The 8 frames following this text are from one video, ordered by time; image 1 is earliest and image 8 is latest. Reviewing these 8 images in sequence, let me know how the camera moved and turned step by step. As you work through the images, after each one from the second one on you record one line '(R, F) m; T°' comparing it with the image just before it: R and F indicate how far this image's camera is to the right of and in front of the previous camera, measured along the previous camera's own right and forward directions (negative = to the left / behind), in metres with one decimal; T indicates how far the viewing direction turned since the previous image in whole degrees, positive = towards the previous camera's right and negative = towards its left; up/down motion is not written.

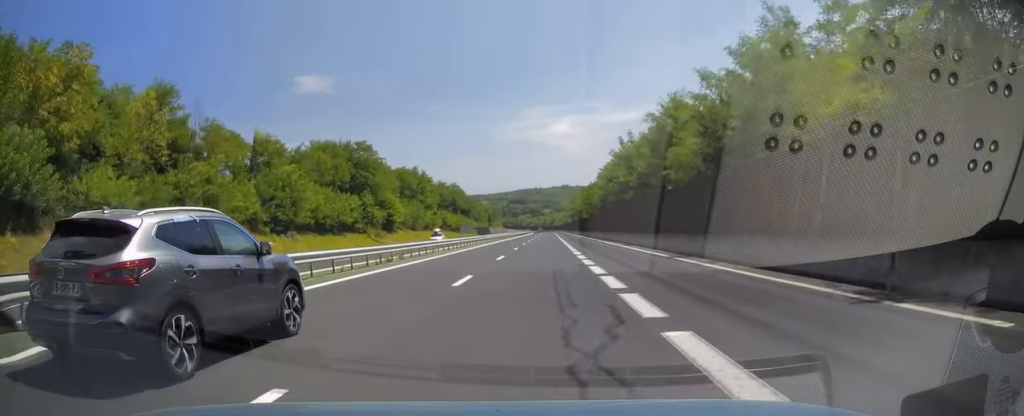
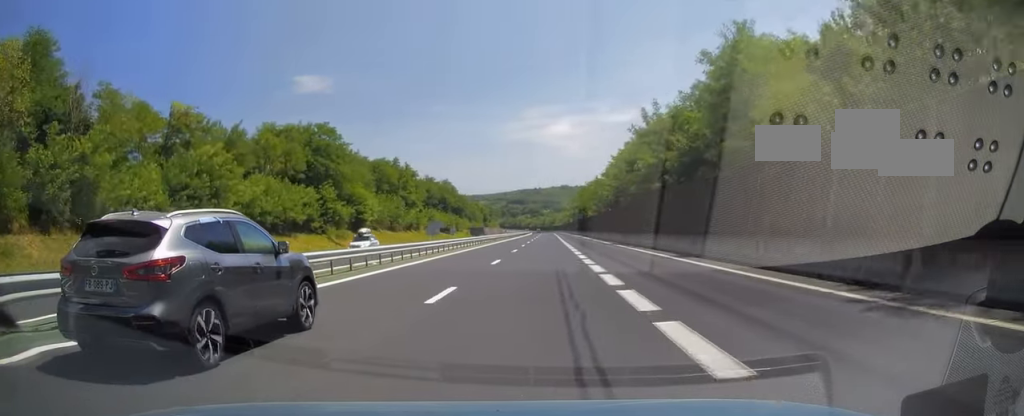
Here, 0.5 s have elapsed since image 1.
(0.0, +14.7) m; 0°
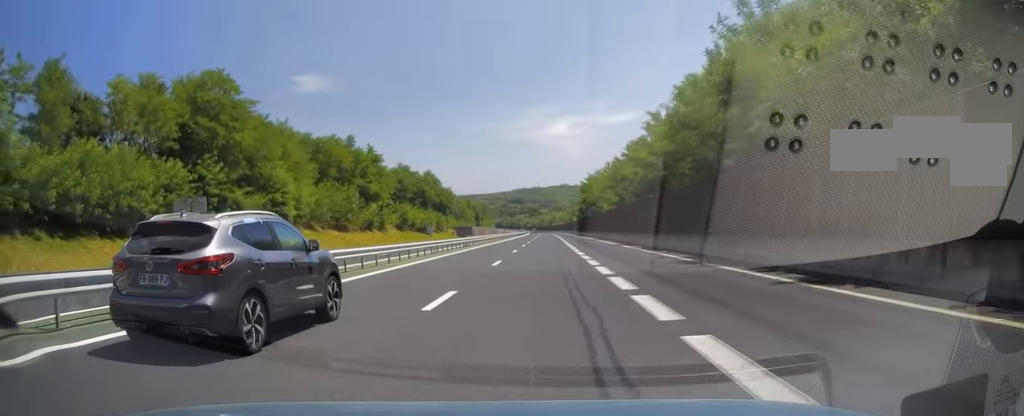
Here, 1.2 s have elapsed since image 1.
(0.0, +22.5) m; 0°
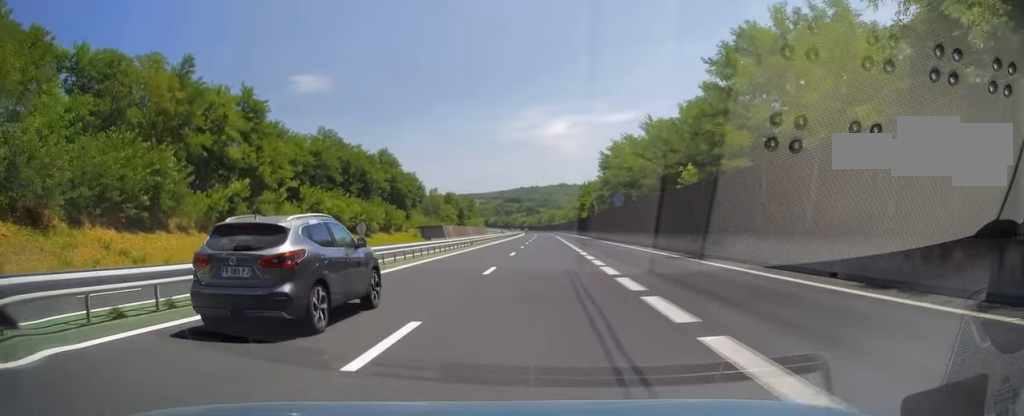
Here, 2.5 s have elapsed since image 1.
(0.0, +35.3) m; 0°
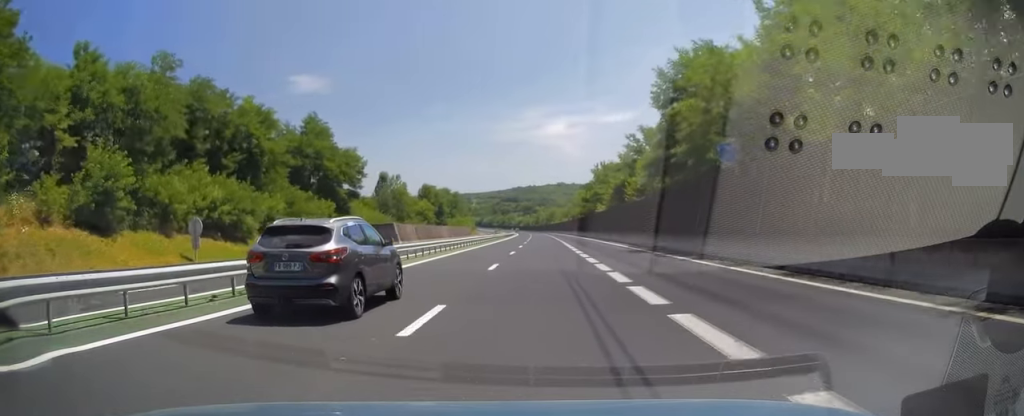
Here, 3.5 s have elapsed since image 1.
(+0.2, +32.2) m; +1°
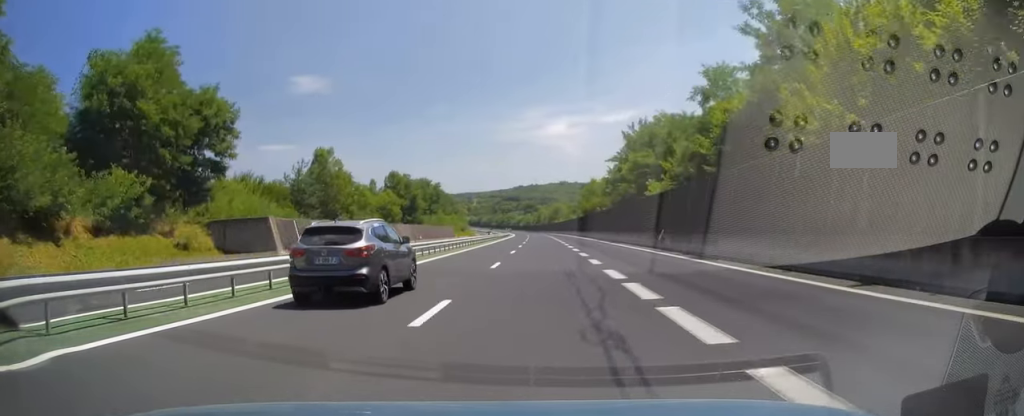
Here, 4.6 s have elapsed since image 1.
(0.0, +35.2) m; 0°
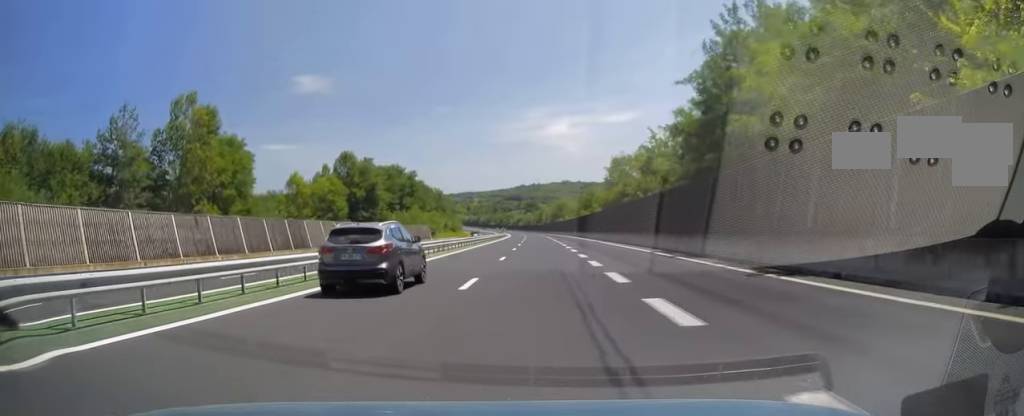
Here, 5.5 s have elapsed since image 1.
(-0.1, +31.8) m; -1°
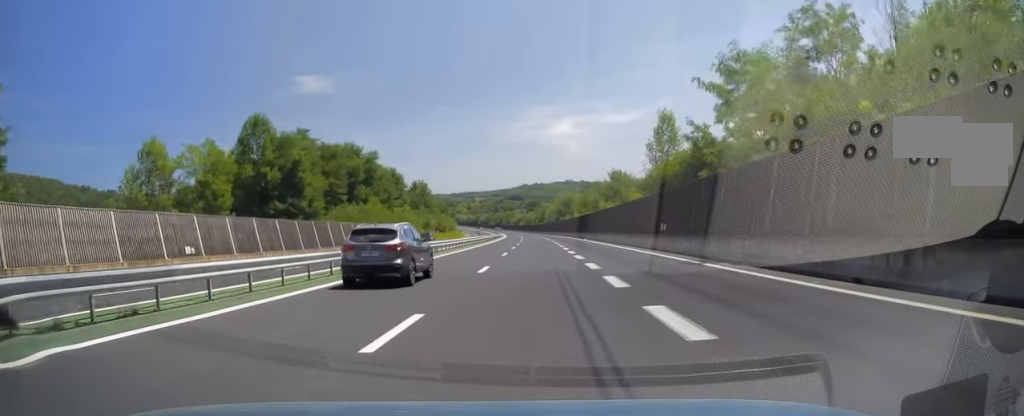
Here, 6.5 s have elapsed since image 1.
(-0.3, +32.4) m; 0°
